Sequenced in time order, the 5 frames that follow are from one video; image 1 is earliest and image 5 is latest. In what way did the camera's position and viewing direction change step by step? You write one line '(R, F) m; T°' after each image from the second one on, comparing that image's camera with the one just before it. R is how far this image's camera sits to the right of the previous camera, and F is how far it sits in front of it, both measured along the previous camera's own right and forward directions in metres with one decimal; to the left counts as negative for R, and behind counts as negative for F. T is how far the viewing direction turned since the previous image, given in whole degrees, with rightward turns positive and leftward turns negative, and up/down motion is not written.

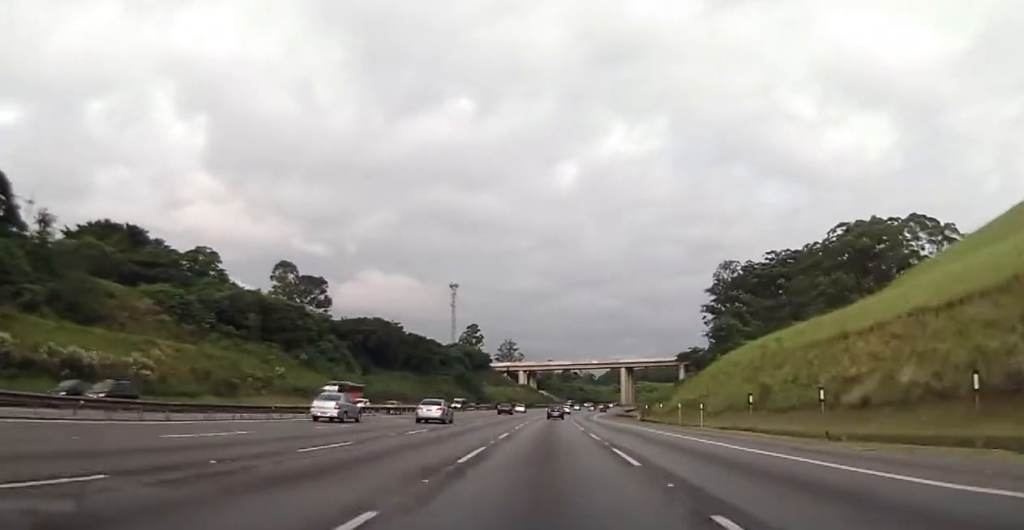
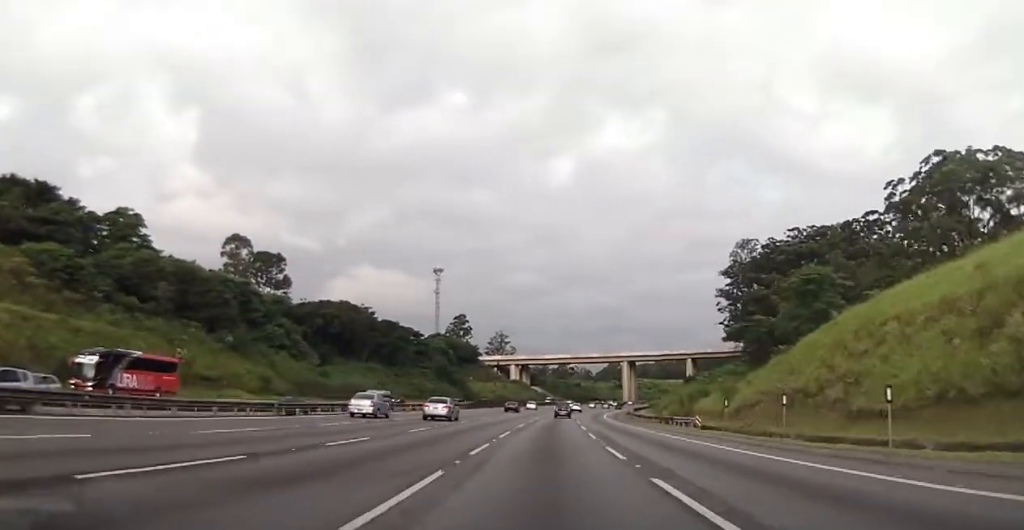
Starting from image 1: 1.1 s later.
(0.0, +32.0) m; 0°
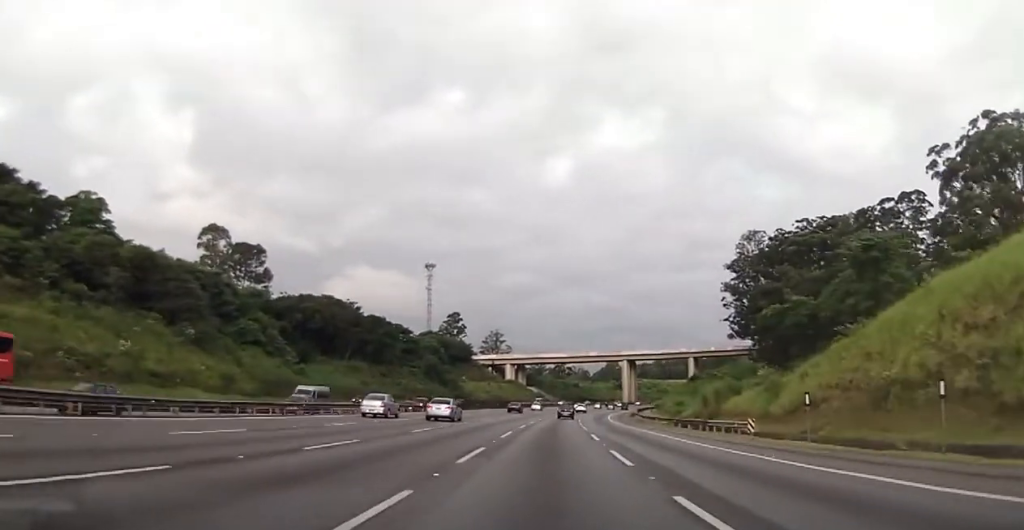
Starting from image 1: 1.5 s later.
(0.0, +12.0) m; 0°
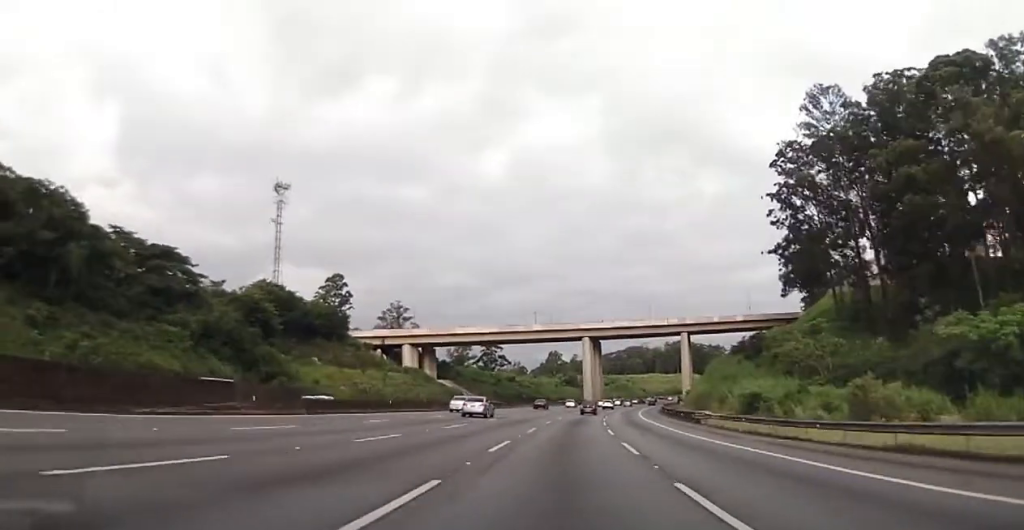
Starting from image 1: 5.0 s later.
(+3.3, +105.7) m; +4°
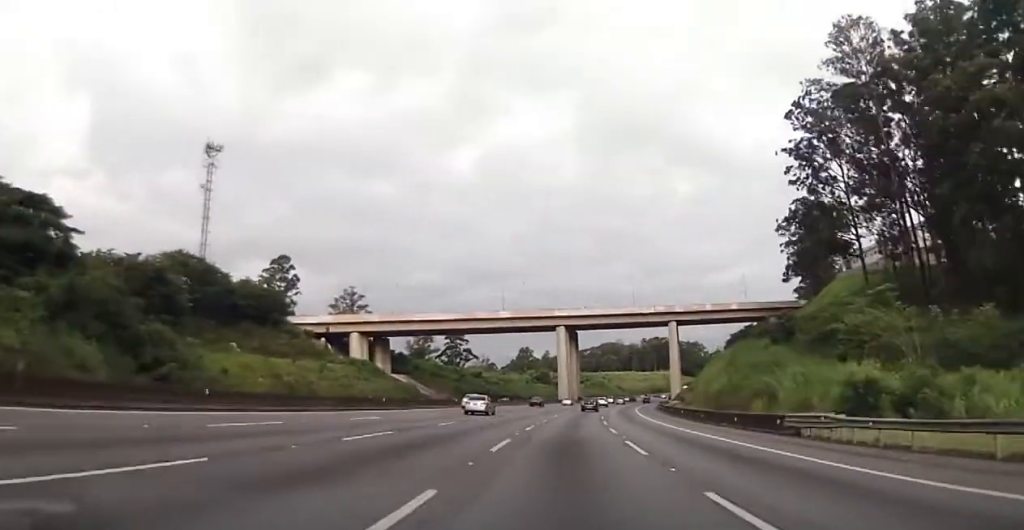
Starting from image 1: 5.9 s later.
(+0.3, +26.0) m; +2°
